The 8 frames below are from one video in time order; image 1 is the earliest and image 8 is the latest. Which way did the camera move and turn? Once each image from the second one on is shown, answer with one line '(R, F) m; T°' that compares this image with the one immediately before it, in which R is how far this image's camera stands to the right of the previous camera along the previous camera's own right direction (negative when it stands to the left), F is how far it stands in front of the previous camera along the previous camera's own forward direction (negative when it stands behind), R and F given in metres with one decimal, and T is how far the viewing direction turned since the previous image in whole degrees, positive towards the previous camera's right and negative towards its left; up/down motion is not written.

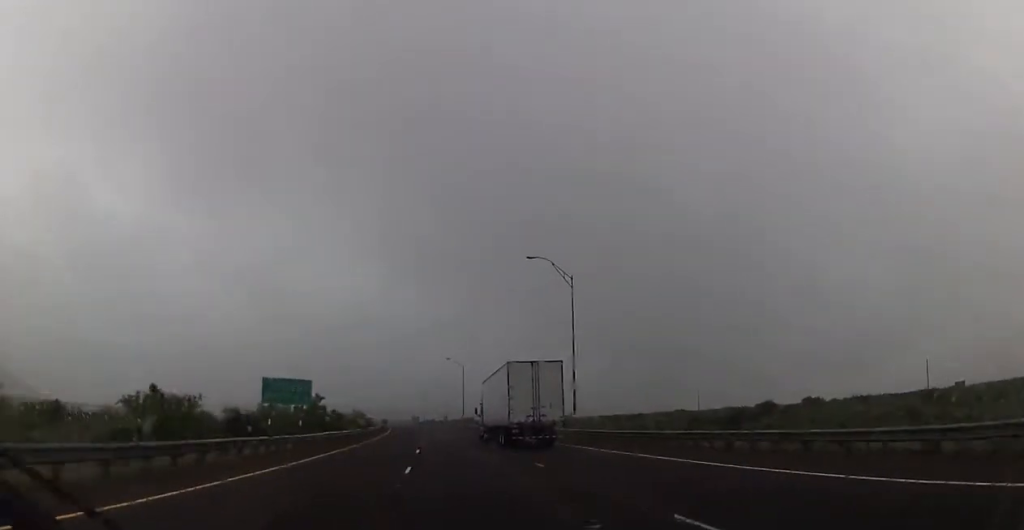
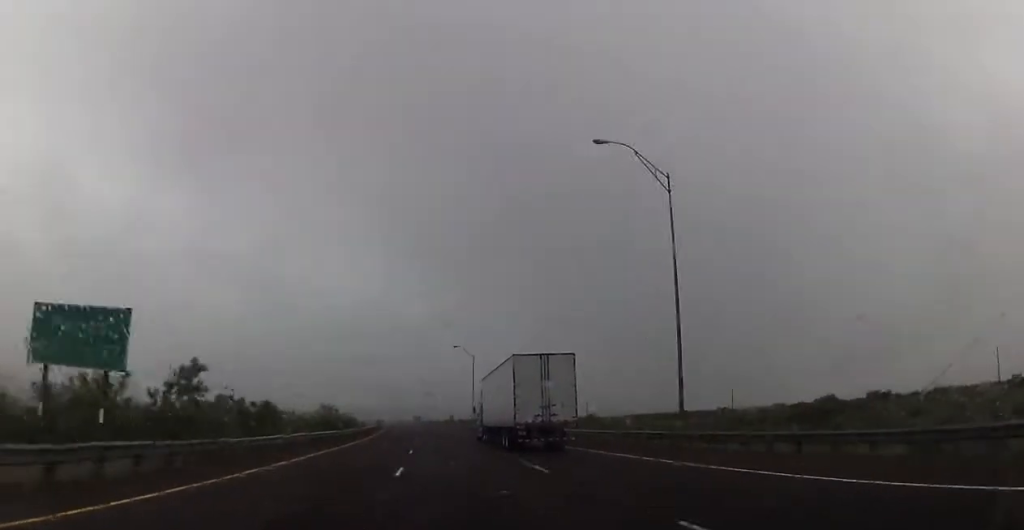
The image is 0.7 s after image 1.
(-0.2, +25.1) m; -1°
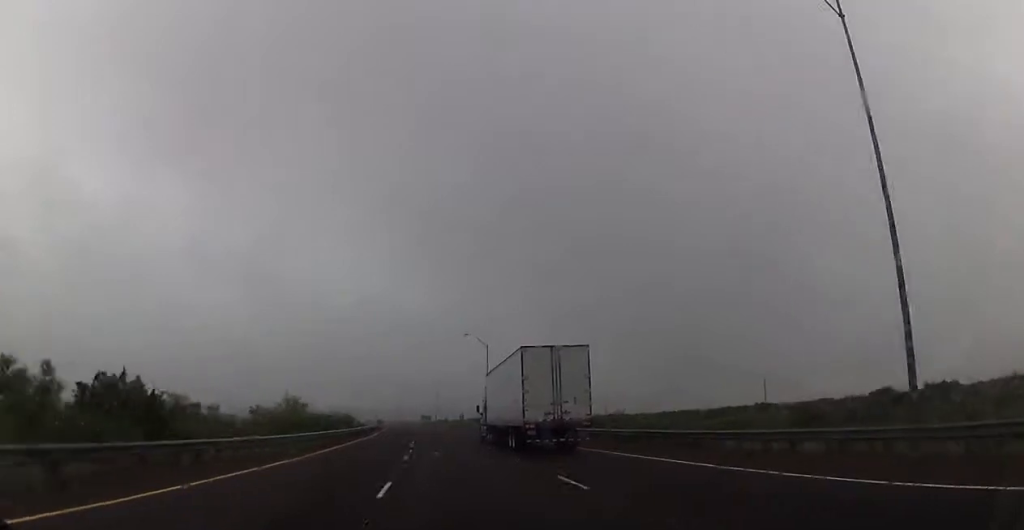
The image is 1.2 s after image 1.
(+0.1, +17.1) m; -1°
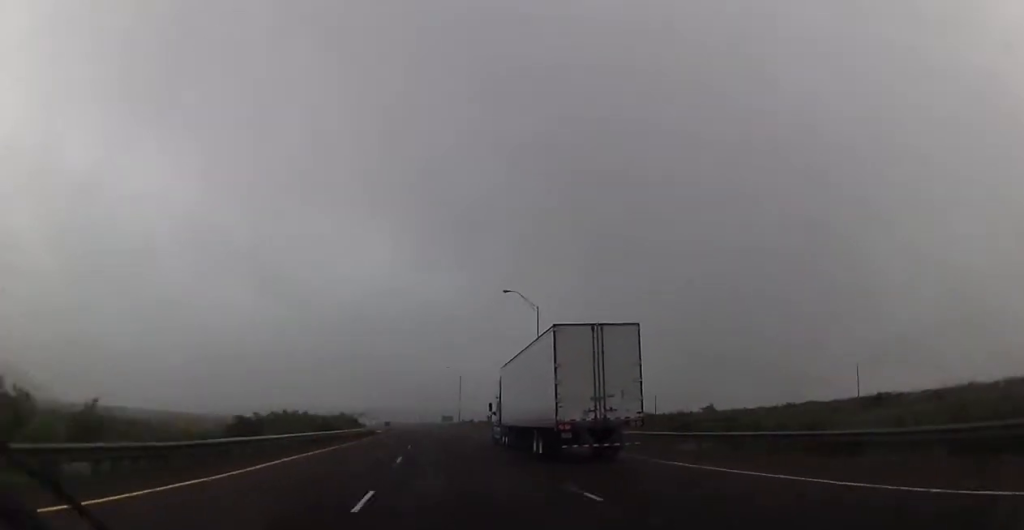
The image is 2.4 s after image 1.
(-0.6, +38.4) m; -1°
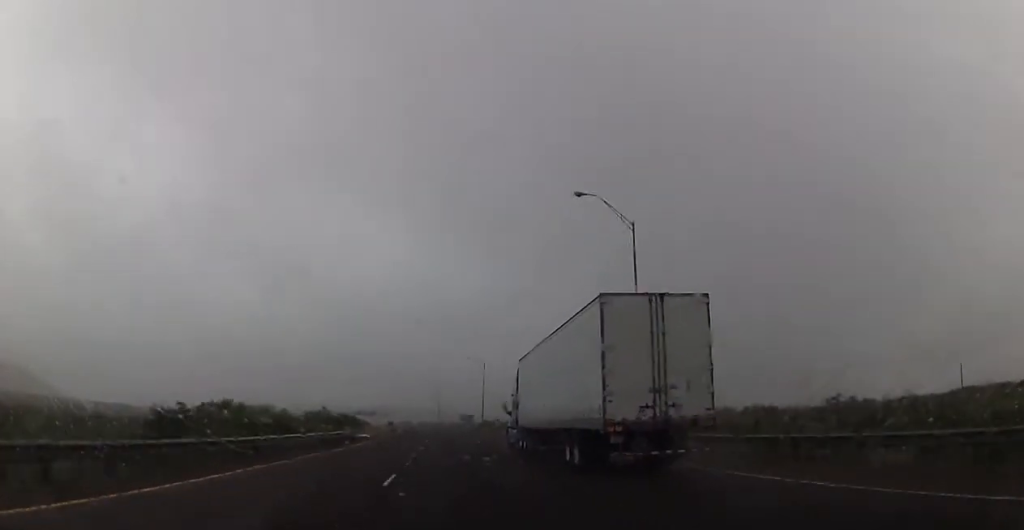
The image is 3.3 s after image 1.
(0.0, +32.8) m; -1°
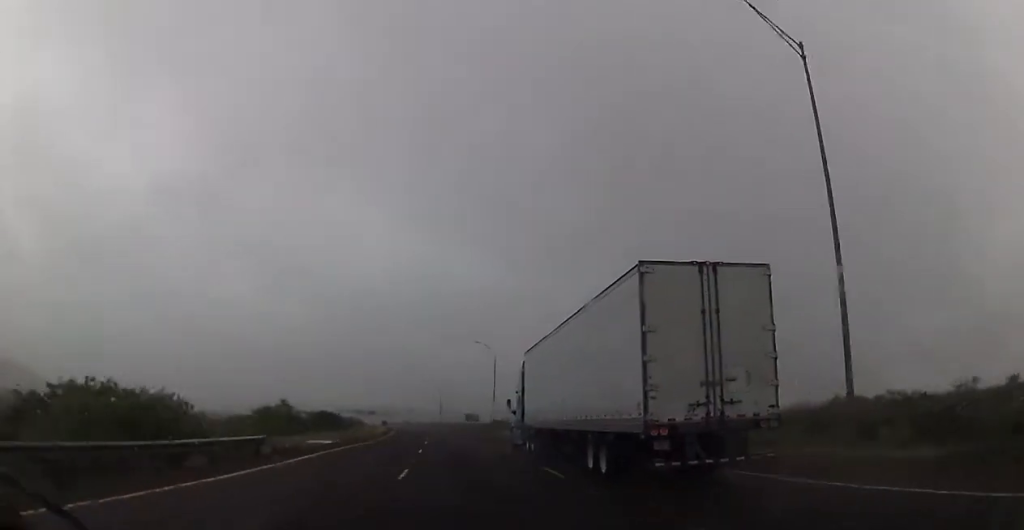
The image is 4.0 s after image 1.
(-0.4, +22.5) m; -2°
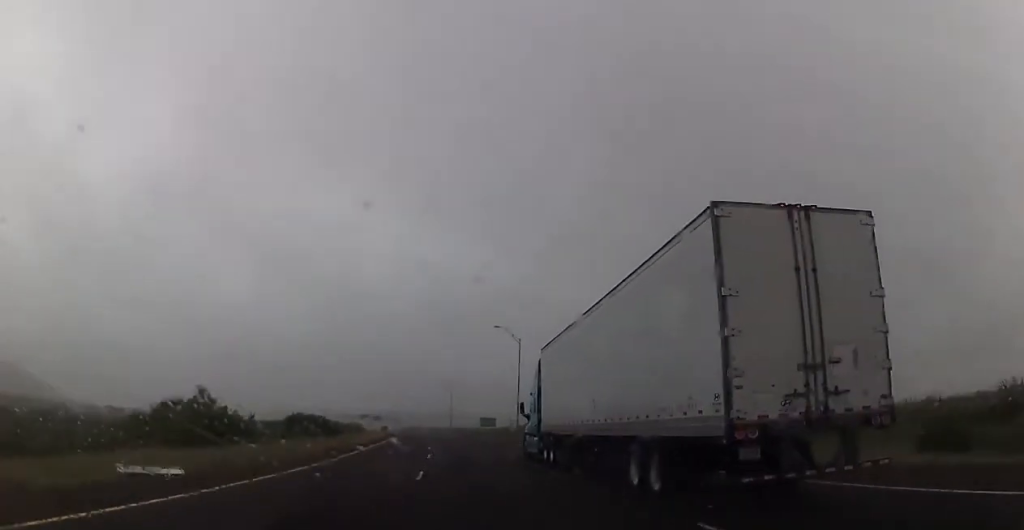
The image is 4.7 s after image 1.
(-0.4, +23.7) m; -1°
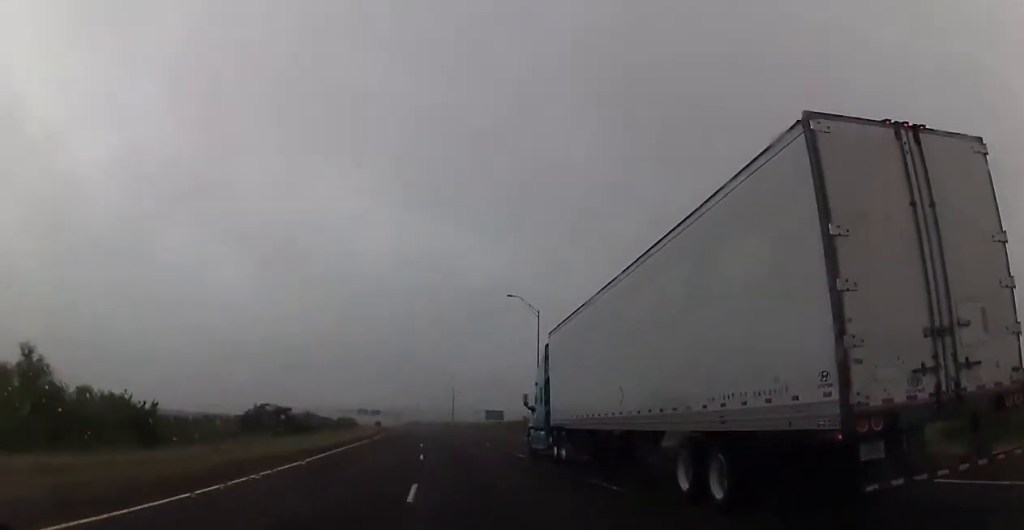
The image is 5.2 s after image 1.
(-0.4, +18.0) m; 0°
